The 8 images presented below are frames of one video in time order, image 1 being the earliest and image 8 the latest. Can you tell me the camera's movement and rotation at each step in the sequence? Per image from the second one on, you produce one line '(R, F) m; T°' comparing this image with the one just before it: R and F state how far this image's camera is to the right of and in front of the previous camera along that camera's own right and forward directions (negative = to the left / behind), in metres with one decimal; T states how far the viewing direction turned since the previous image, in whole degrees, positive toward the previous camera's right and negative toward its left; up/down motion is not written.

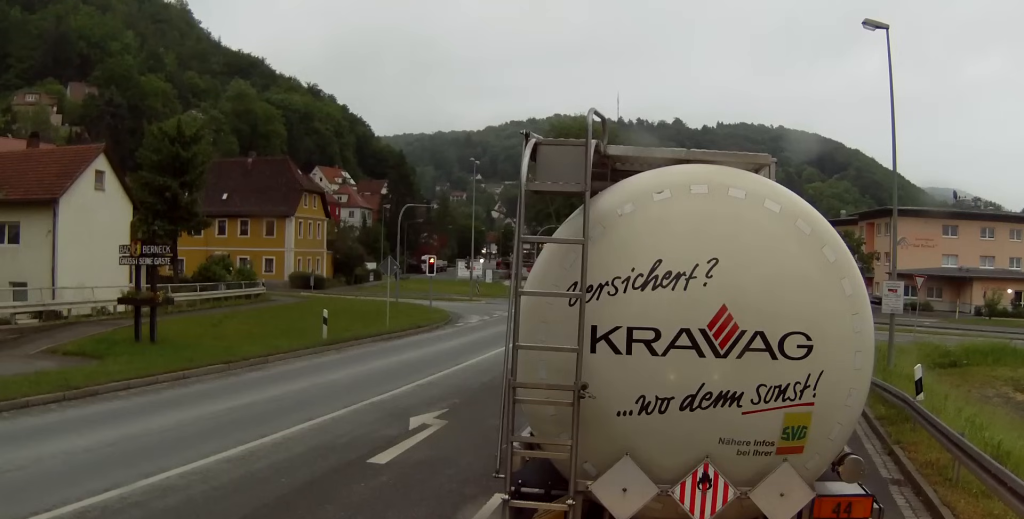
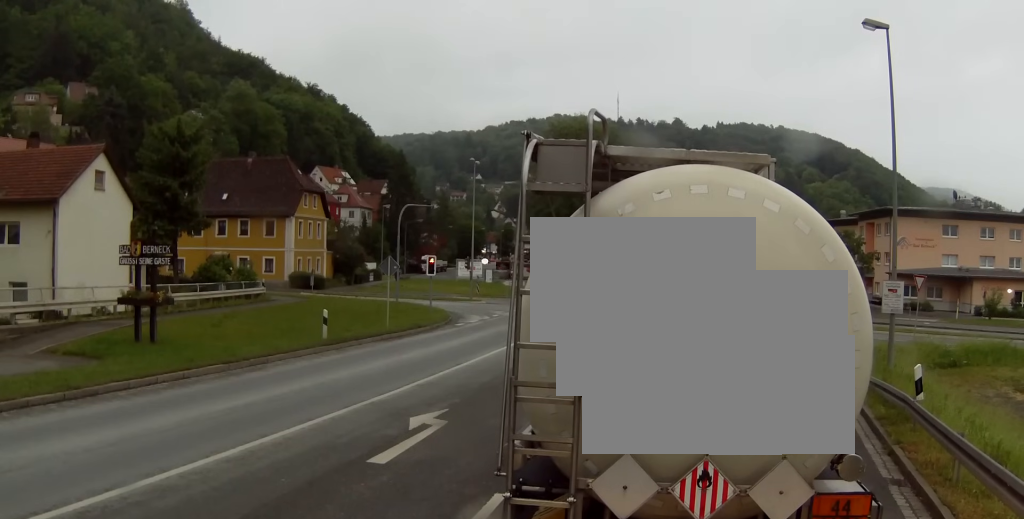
(0.0, +0.1) m; 0°
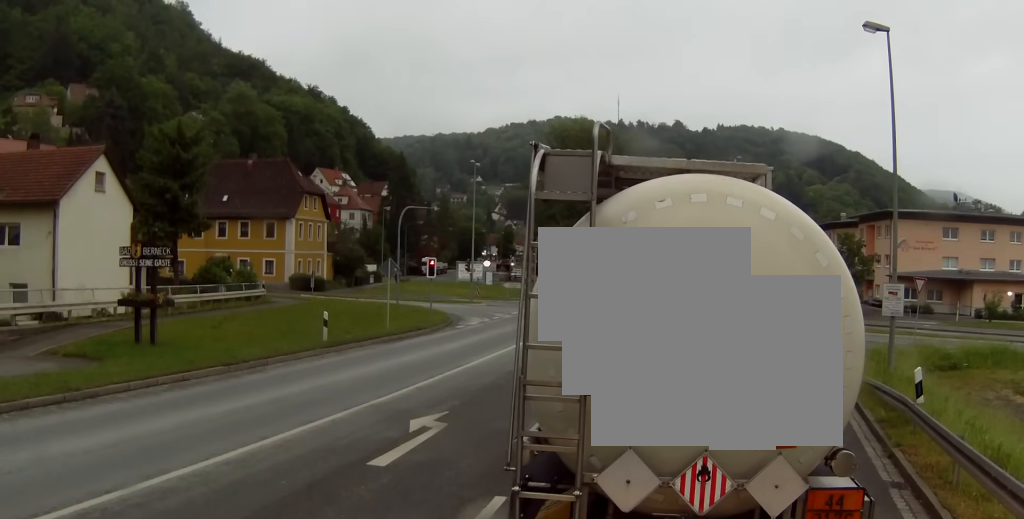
(0.0, +0.1) m; 0°
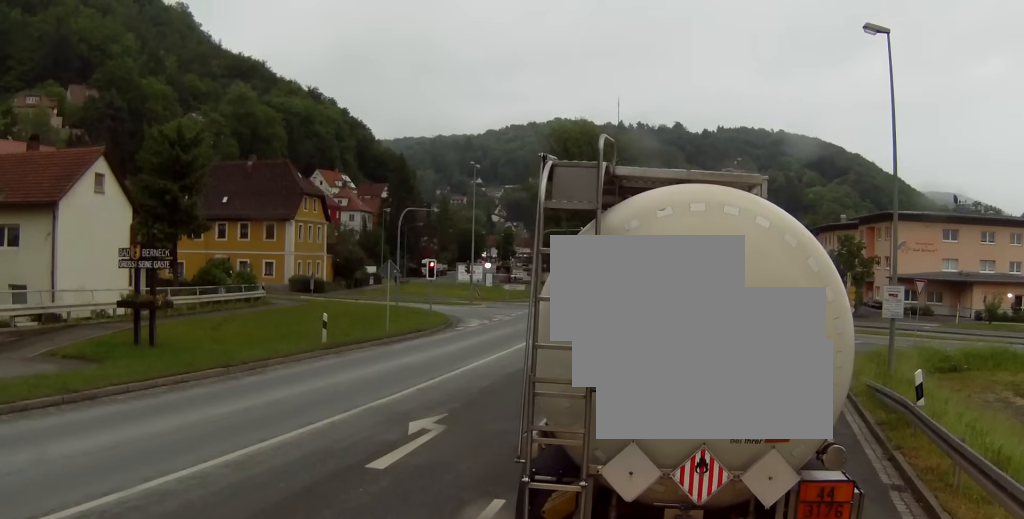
(0.0, +0.1) m; 0°
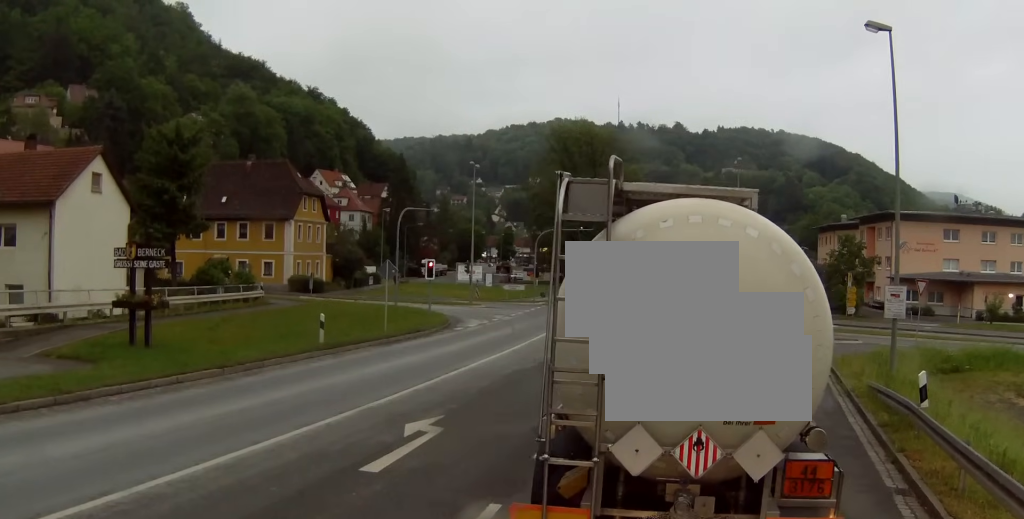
(0.0, +0.3) m; 0°
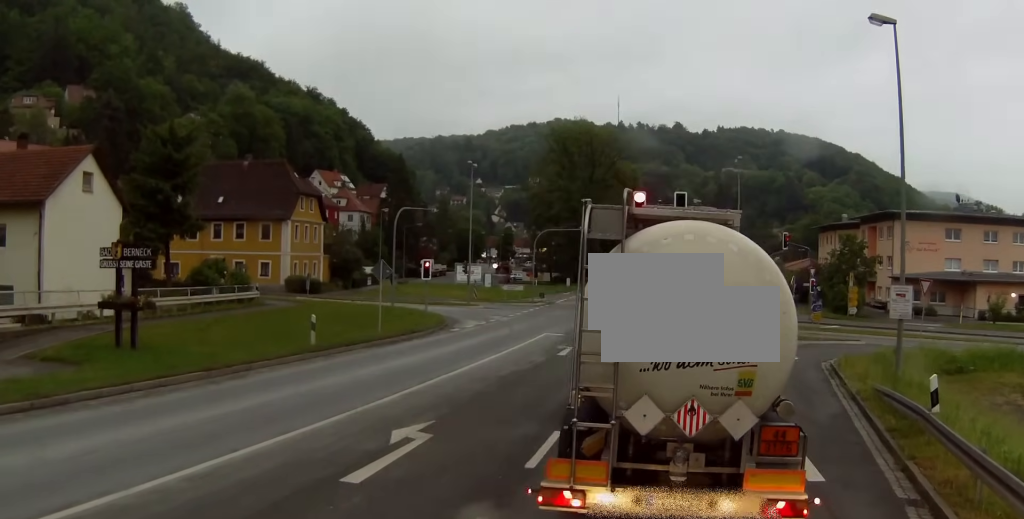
(0.0, +0.7) m; 0°
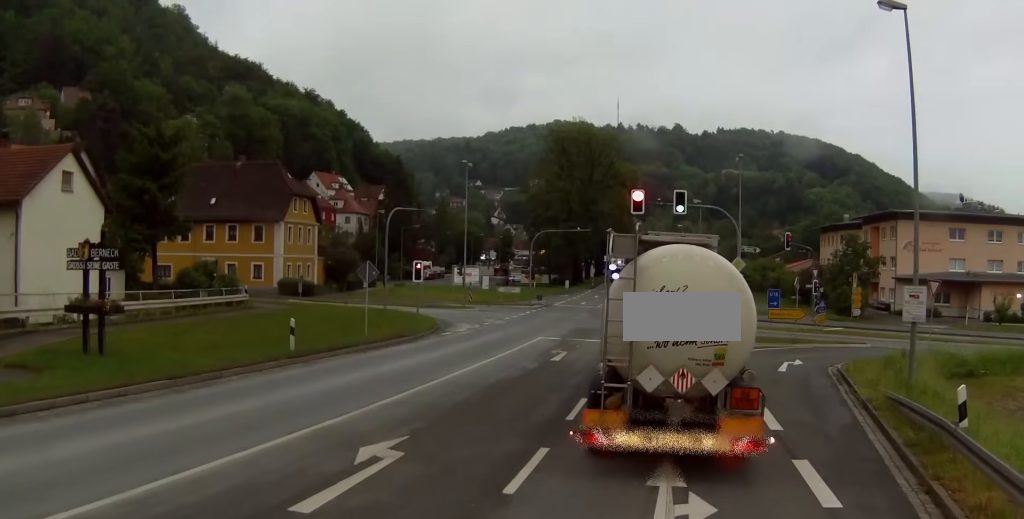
(0.0, +1.5) m; +3°
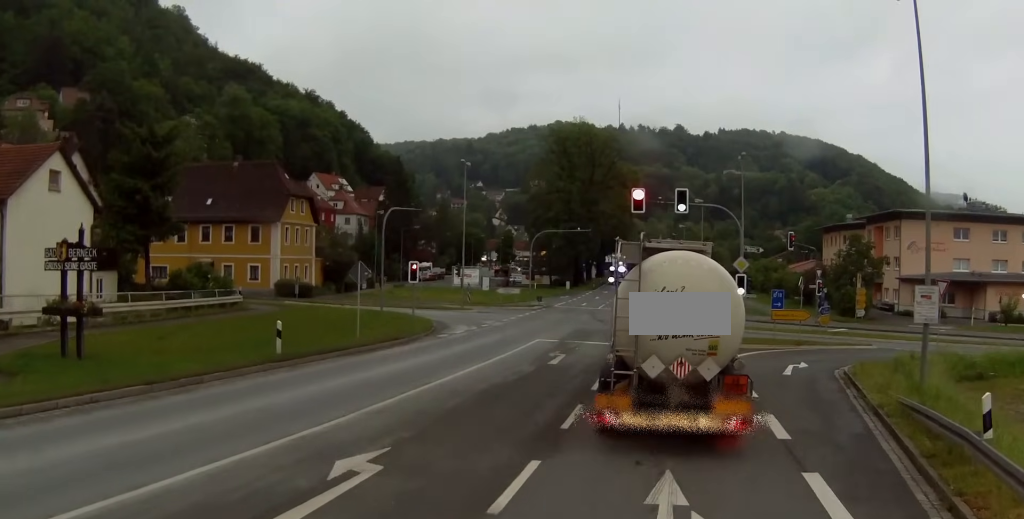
(0.0, +0.9) m; +5°
